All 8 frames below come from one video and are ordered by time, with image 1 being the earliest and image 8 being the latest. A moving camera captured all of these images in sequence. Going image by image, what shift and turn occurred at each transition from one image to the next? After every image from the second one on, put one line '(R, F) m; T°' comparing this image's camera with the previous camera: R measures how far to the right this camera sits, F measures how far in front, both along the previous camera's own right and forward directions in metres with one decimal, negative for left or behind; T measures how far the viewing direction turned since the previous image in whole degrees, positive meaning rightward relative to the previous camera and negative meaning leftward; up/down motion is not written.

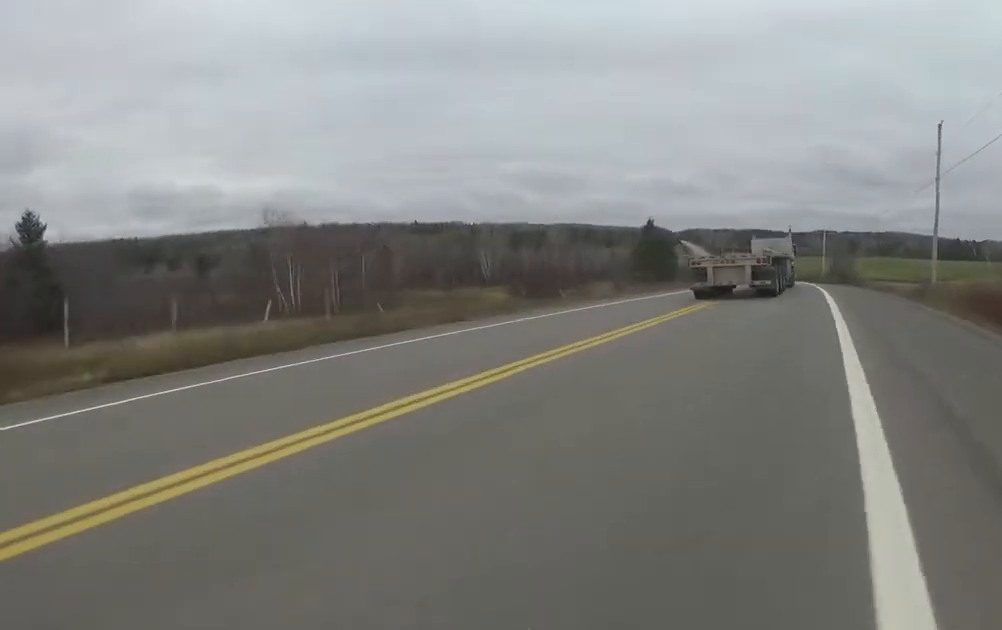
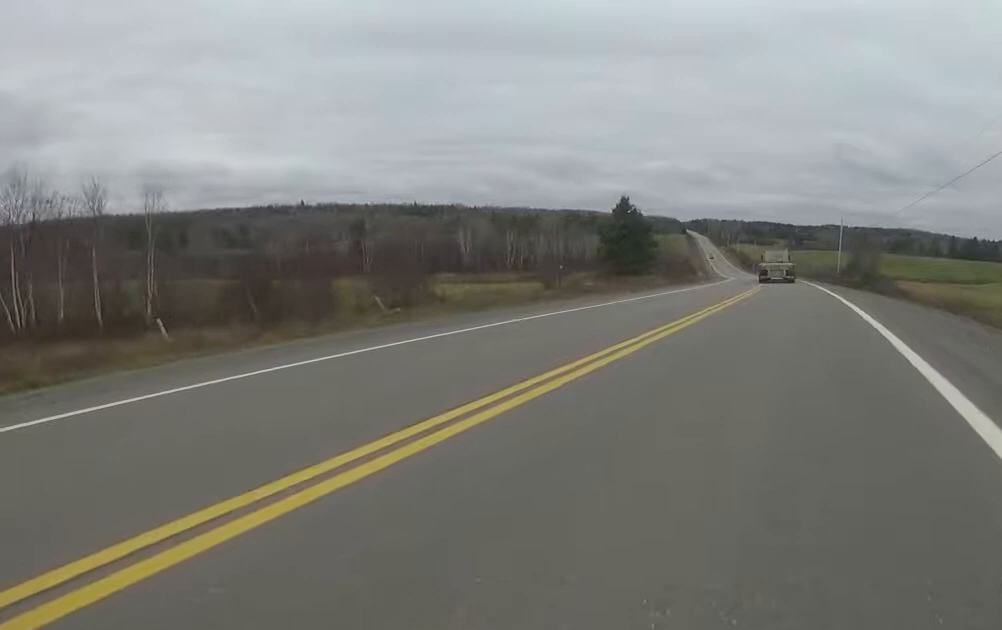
(+1.3, +17.5) m; +8°
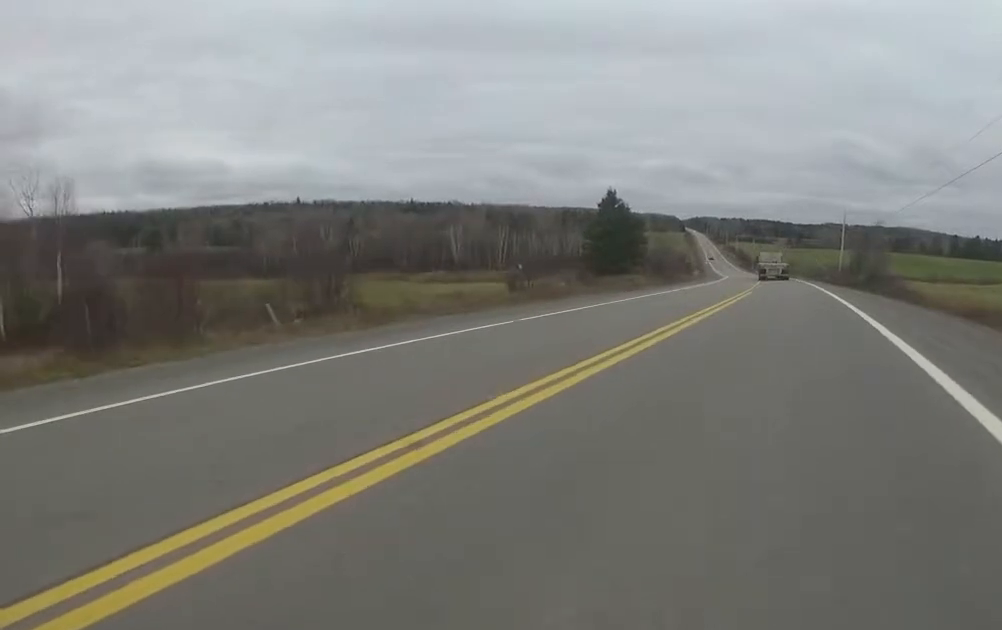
(0.0, +4.8) m; 0°
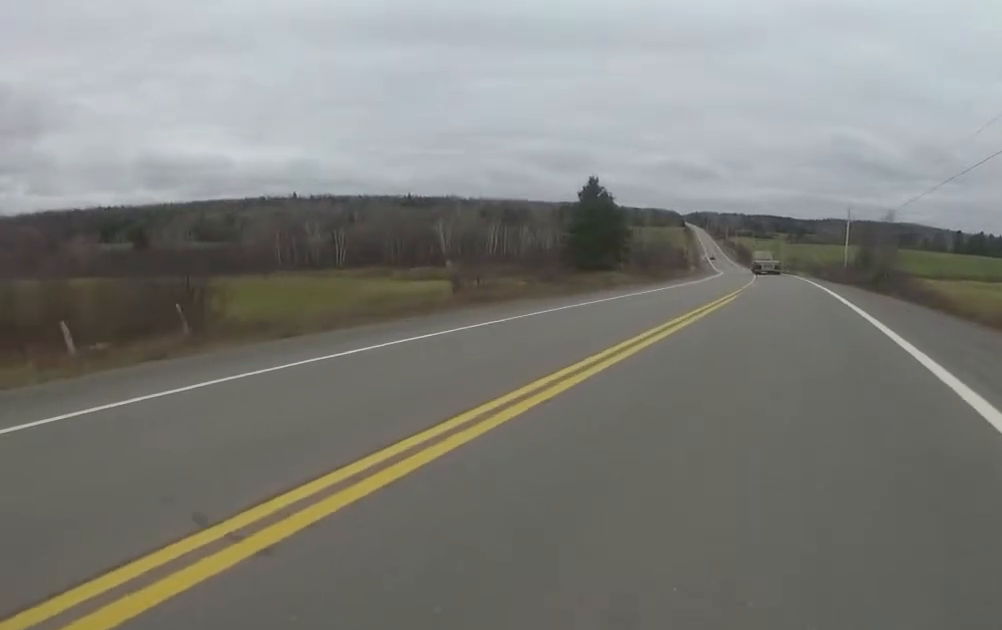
(0.0, +6.0) m; 0°
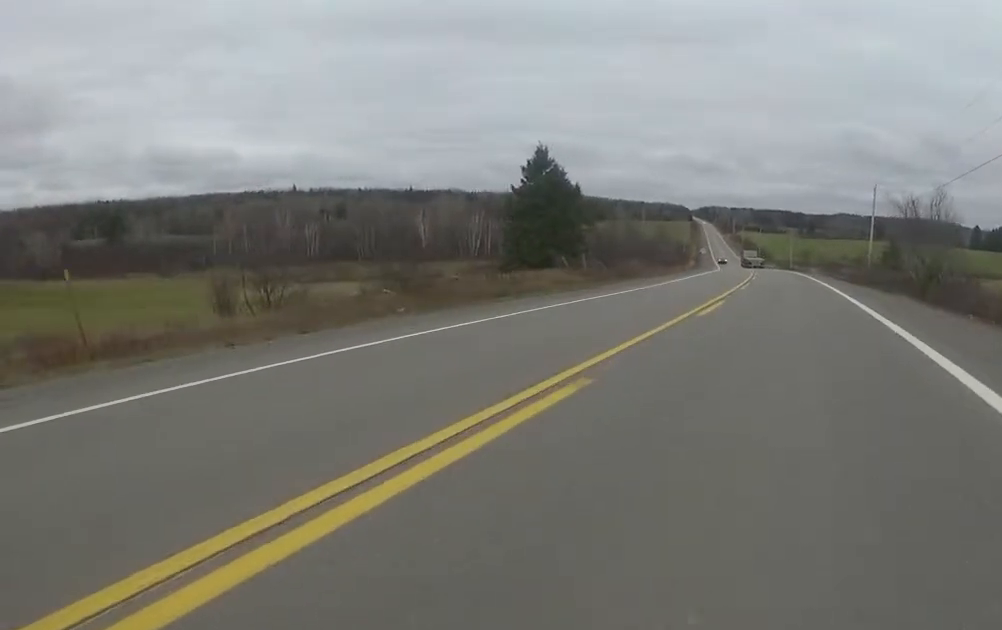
(0.0, +14.0) m; -1°
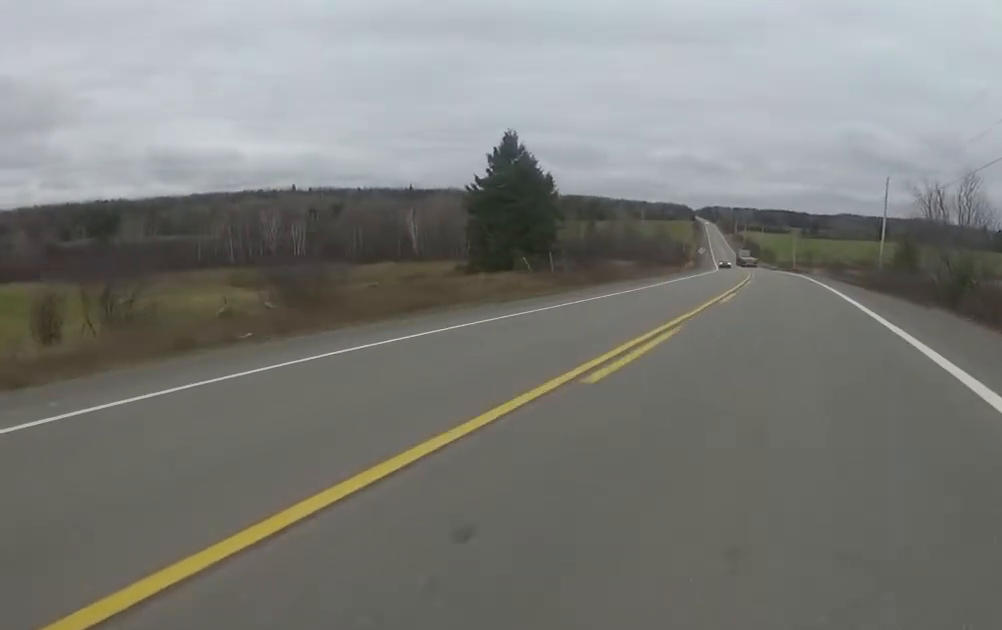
(+0.1, +5.5) m; -4°
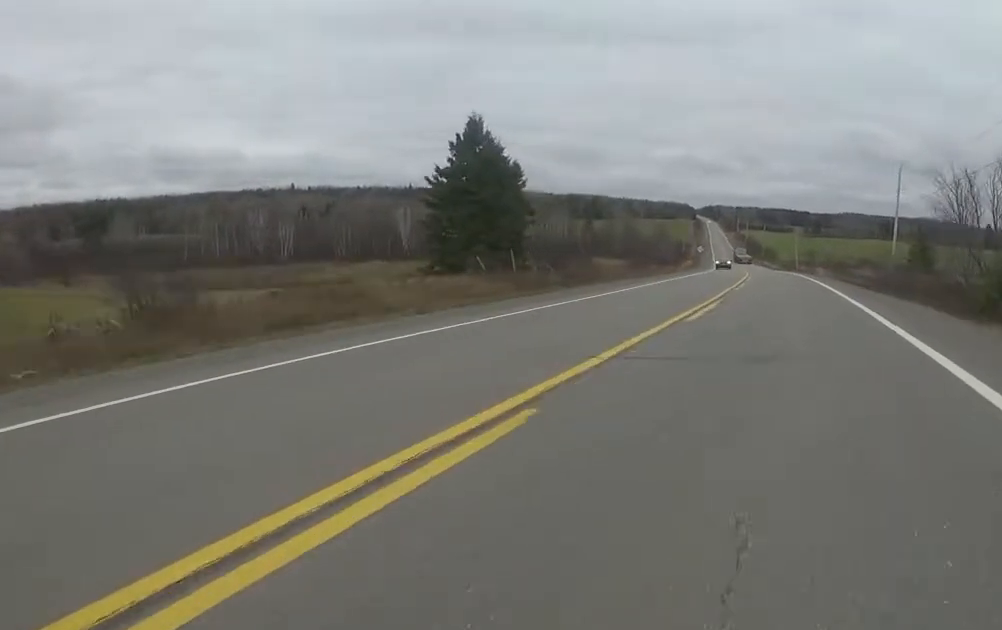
(-0.4, +4.6) m; -5°
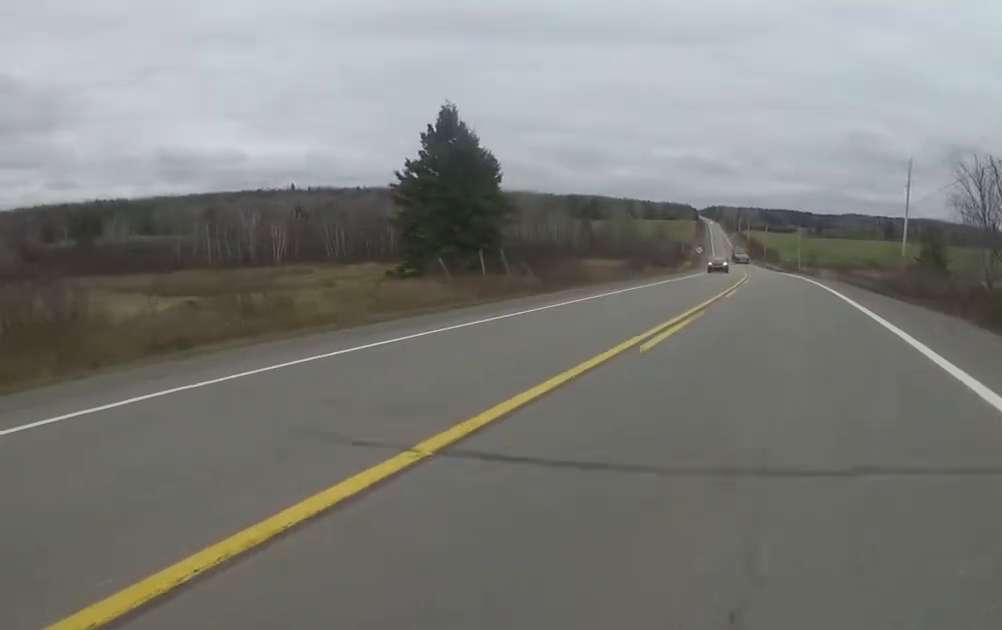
(-0.1, +2.9) m; -3°
